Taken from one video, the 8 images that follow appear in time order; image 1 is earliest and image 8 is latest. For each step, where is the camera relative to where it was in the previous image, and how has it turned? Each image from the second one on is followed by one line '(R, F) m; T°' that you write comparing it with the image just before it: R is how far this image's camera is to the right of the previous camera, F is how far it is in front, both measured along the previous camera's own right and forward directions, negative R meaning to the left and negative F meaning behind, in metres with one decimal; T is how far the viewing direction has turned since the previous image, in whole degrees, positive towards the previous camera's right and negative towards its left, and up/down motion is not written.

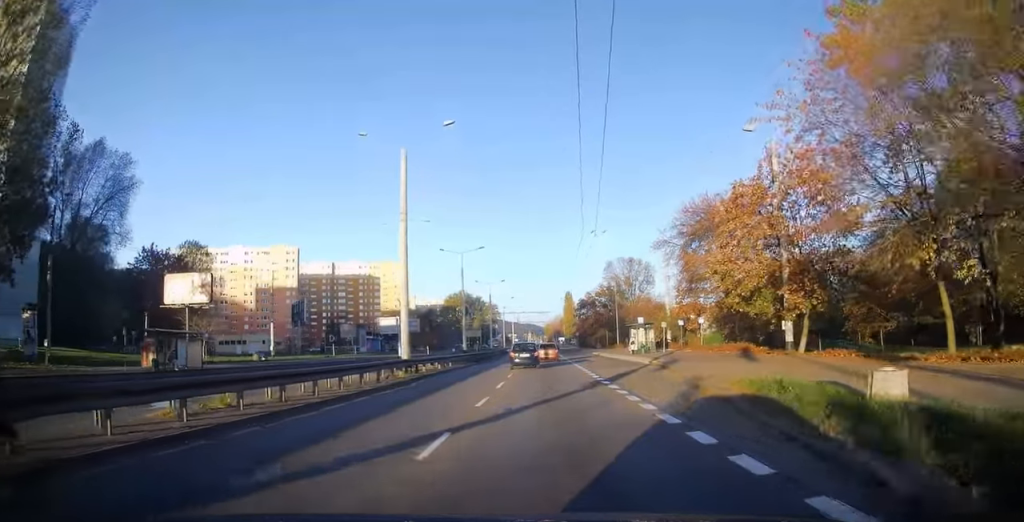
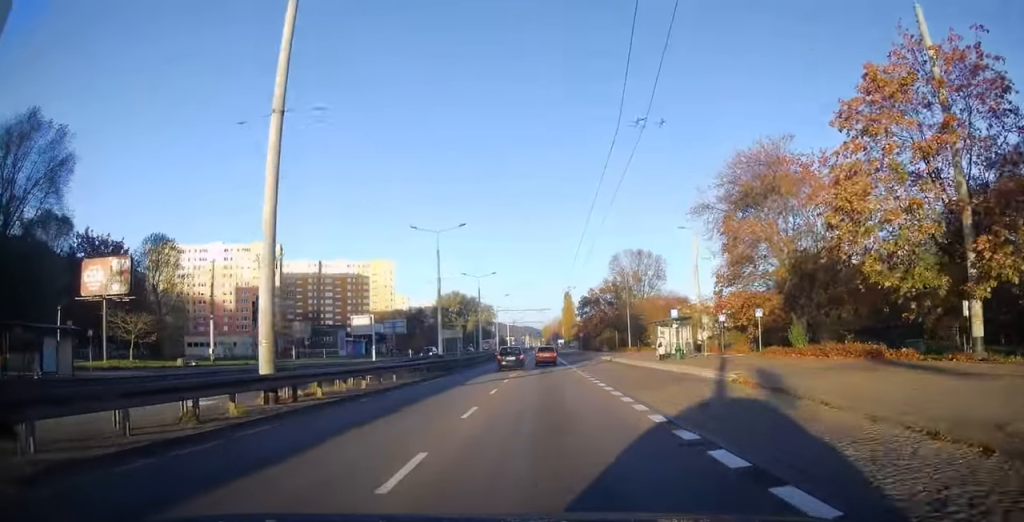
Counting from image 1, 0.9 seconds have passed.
(0.0, +13.5) m; +1°
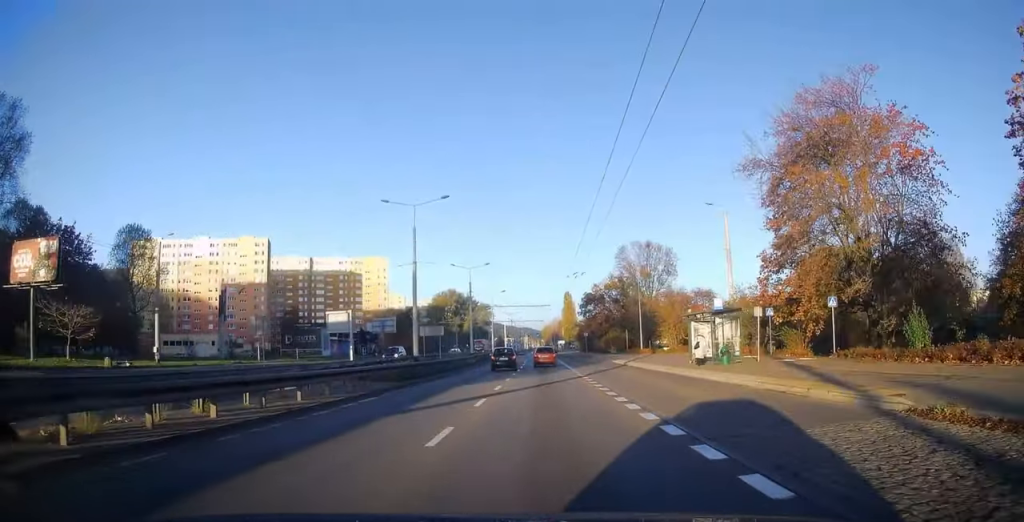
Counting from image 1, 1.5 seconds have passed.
(+0.4, +9.3) m; +1°
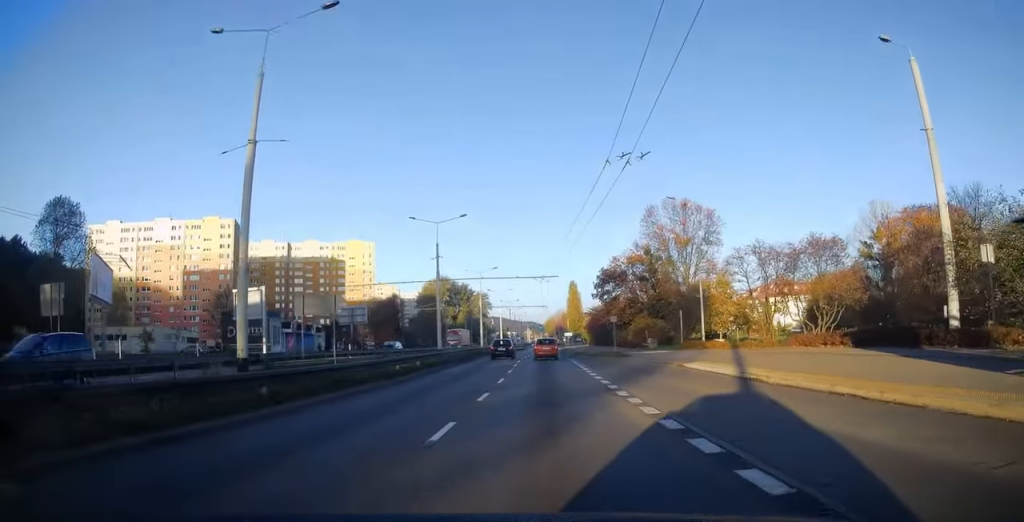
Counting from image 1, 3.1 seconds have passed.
(-0.7, +24.2) m; -2°
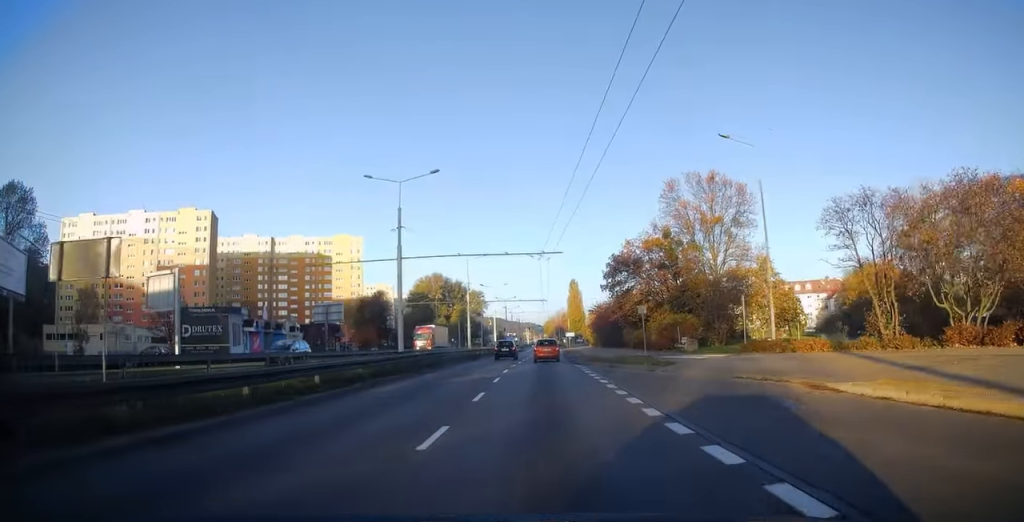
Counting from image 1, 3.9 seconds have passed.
(0.0, +12.9) m; 0°
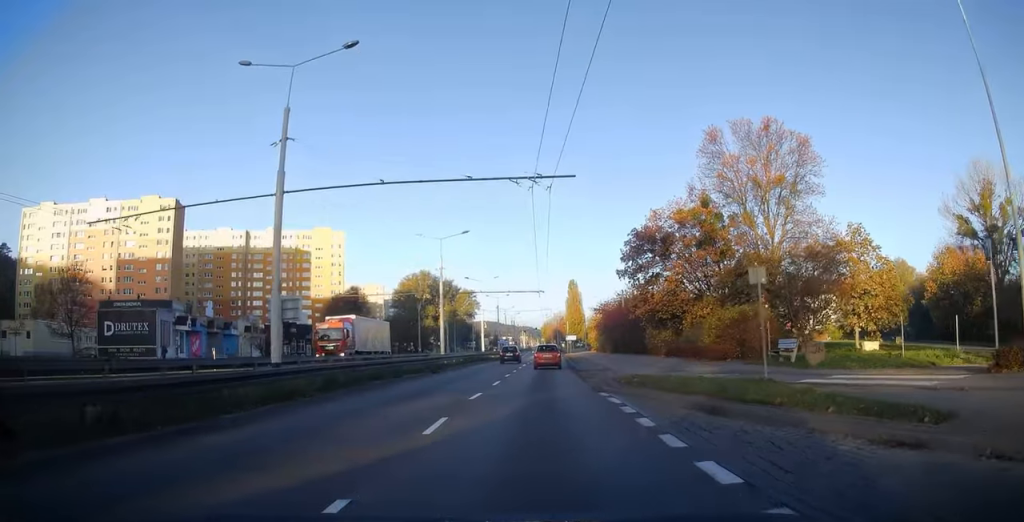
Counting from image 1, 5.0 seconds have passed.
(0.0, +16.6) m; 0°
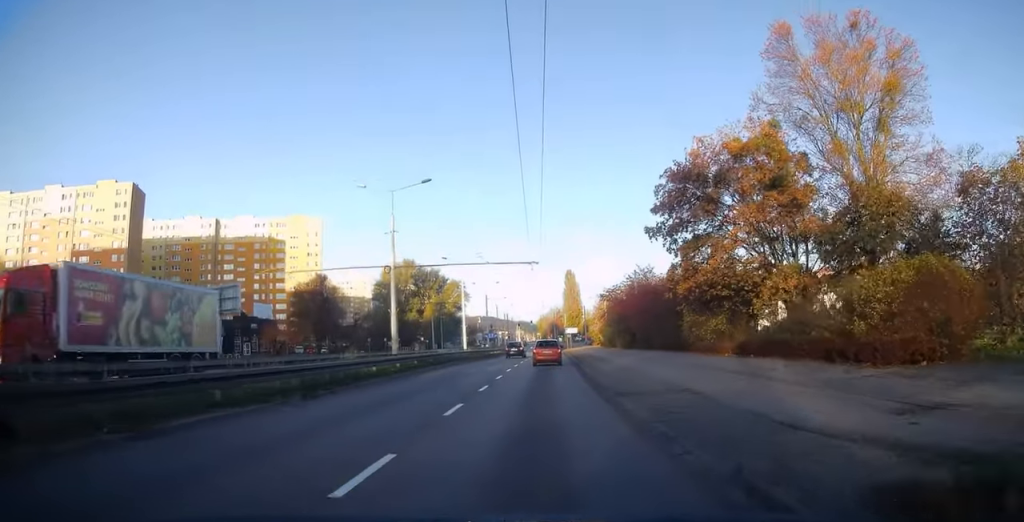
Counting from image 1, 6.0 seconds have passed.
(0.0, +15.8) m; +1°
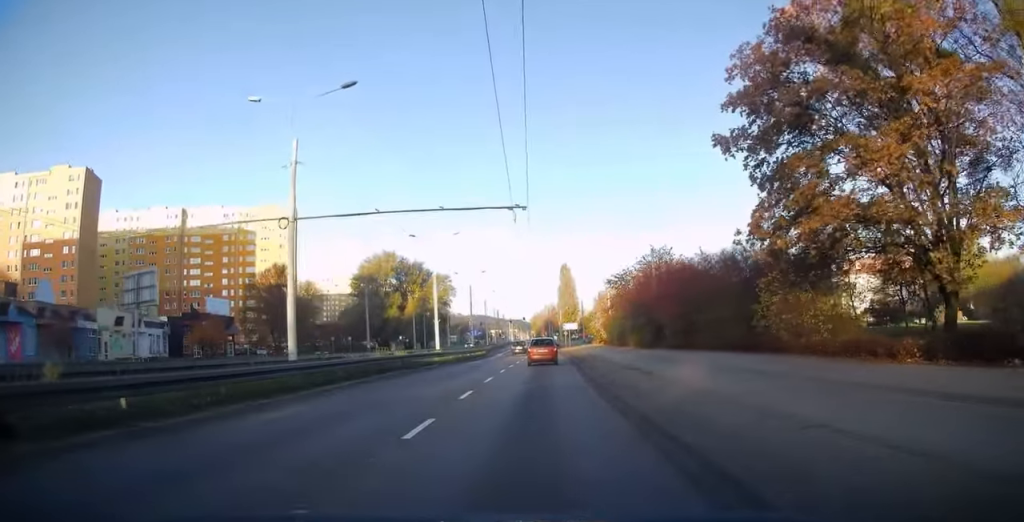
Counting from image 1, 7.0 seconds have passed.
(+0.2, +14.8) m; +1°
